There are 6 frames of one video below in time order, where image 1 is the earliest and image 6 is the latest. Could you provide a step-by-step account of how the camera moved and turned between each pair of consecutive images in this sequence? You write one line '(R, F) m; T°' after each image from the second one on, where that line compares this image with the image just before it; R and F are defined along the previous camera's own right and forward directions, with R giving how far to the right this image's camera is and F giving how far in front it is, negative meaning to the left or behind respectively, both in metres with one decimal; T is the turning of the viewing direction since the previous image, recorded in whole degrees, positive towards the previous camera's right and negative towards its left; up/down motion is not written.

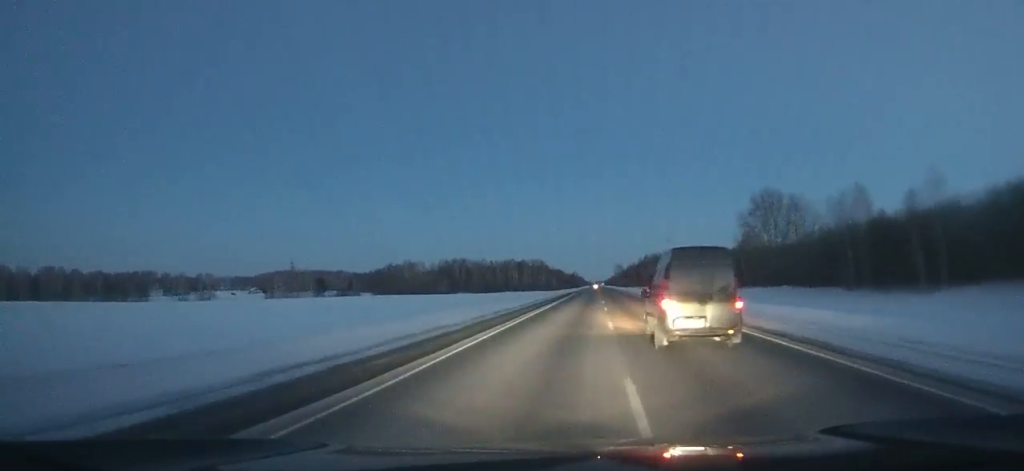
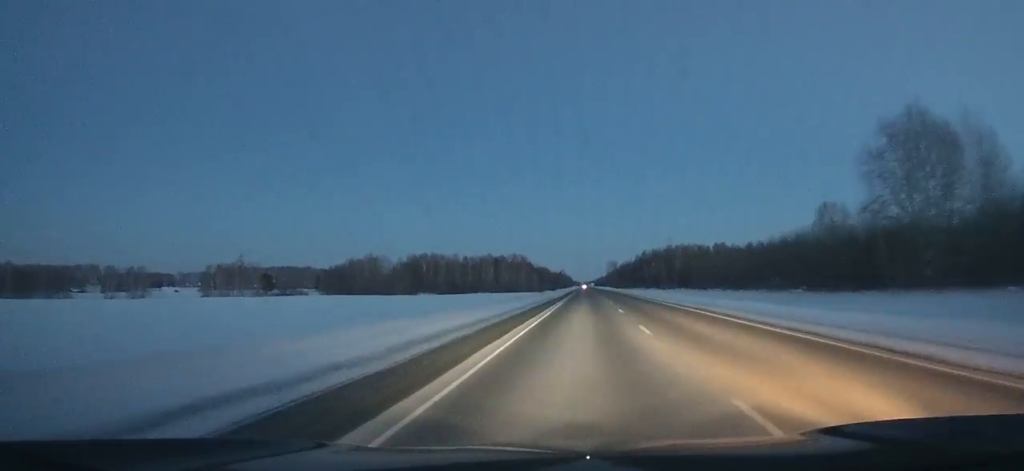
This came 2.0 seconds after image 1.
(-0.2, +61.0) m; 0°
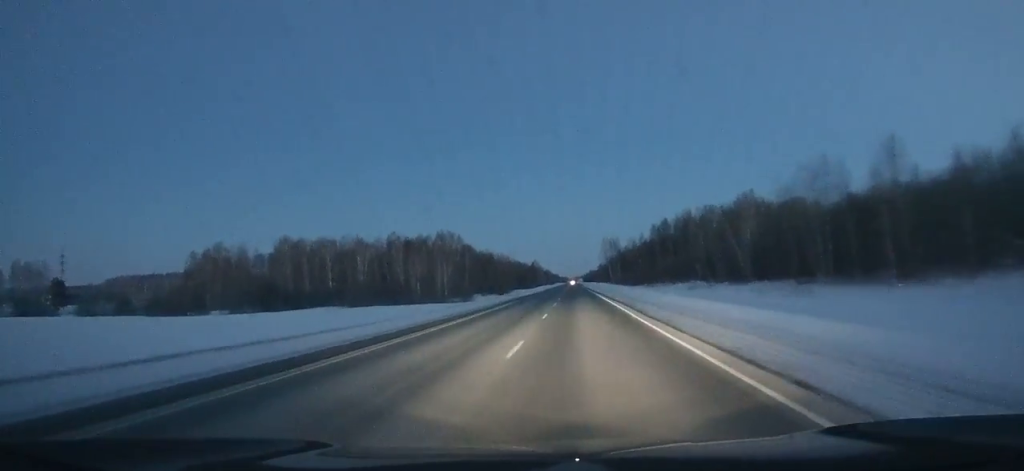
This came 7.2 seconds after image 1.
(+2.3, +161.4) m; +1°
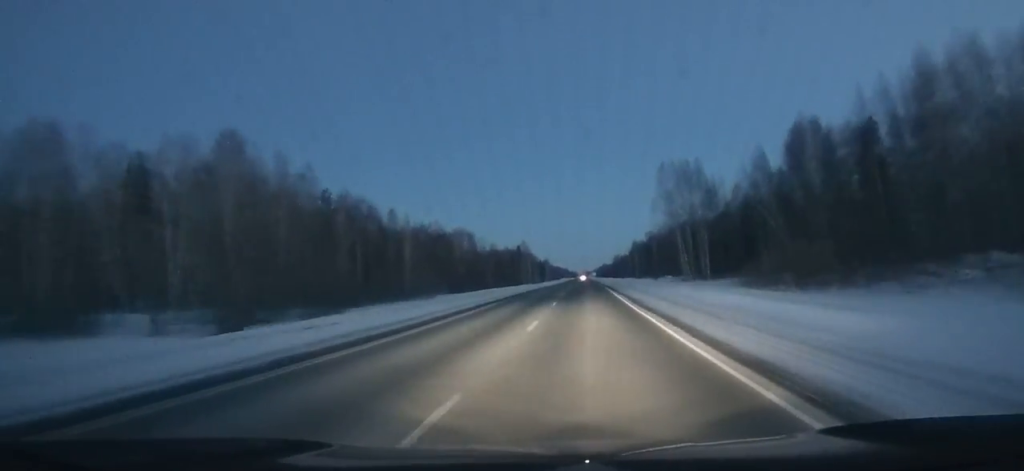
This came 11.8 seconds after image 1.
(-0.9, +141.8) m; -1°
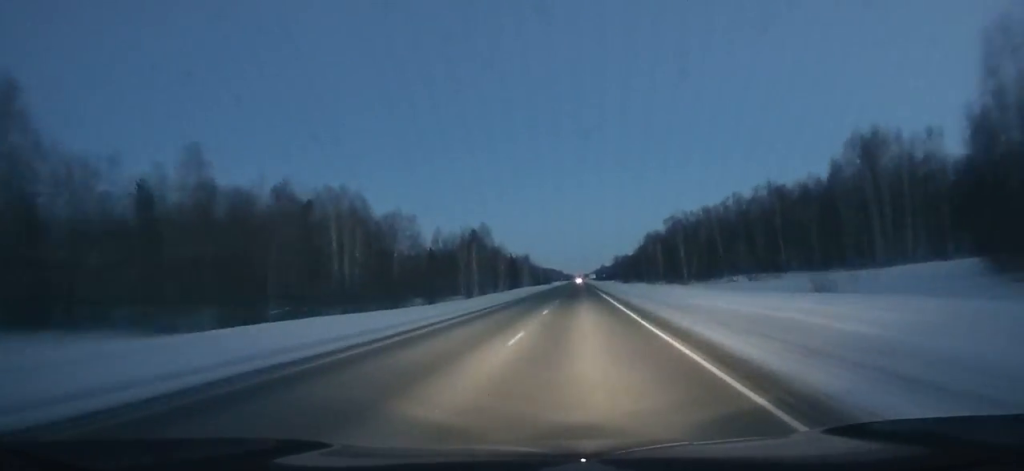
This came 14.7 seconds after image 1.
(-0.2, +88.1) m; 0°
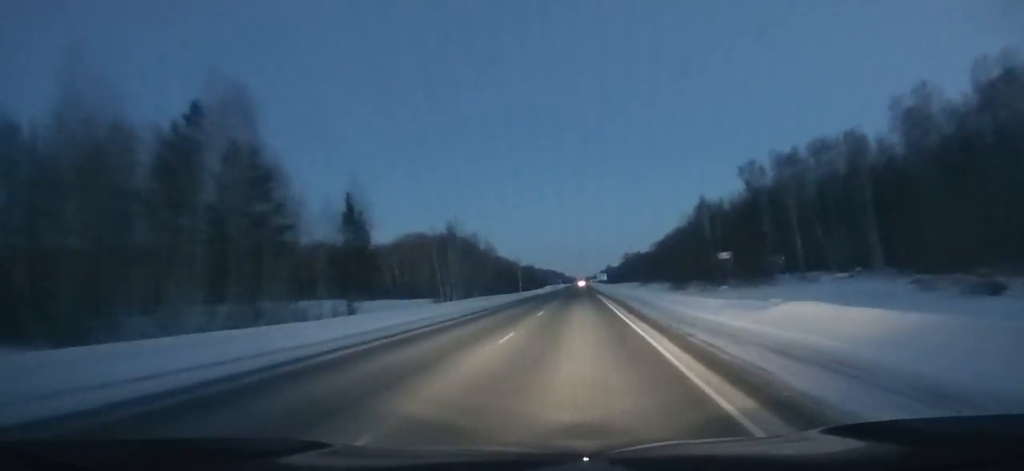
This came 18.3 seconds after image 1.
(-0.2, +108.3) m; 0°
